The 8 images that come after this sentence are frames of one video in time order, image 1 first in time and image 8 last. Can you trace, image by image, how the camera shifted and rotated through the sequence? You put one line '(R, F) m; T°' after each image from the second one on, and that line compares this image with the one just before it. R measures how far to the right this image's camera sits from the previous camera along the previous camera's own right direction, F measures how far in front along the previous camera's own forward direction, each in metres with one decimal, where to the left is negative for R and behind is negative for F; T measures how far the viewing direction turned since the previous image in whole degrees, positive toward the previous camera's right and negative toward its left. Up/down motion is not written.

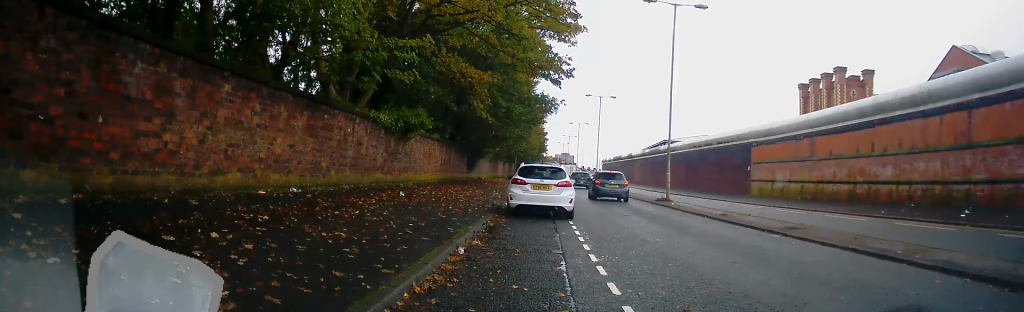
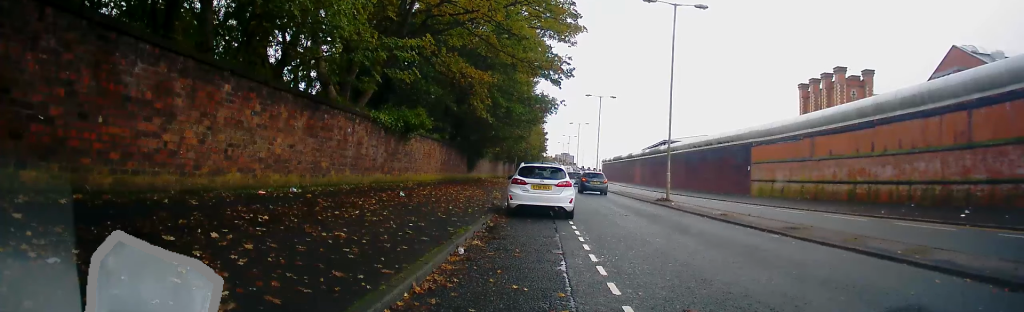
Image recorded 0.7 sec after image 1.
(0.0, 0.0) m; 0°
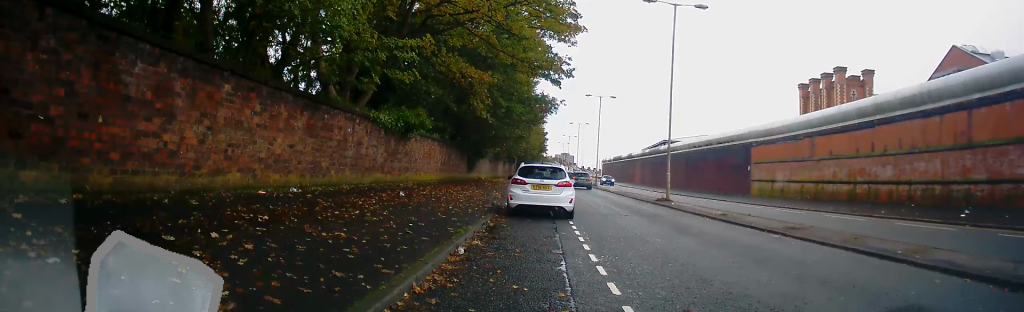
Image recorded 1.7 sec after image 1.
(0.0, 0.0) m; 0°
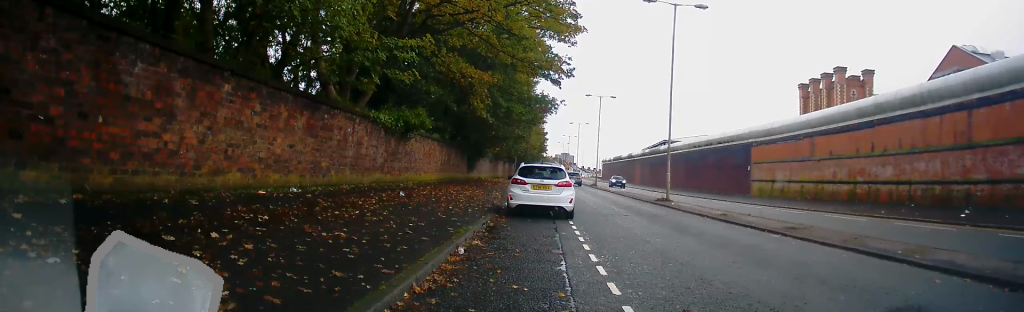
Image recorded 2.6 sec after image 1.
(0.0, 0.0) m; 0°
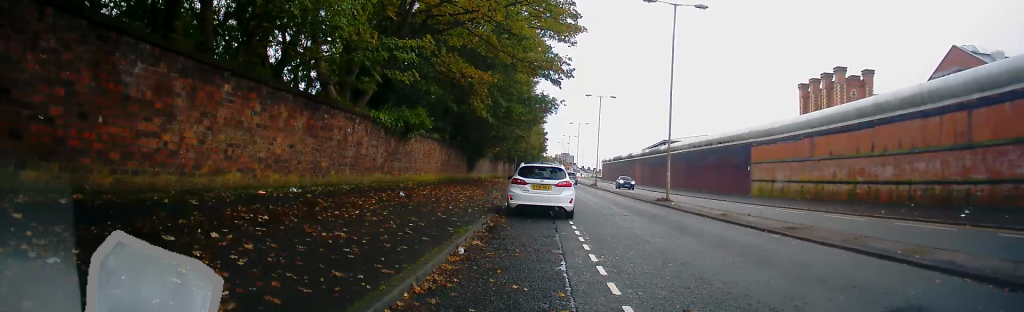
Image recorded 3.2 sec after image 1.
(0.0, 0.0) m; 0°
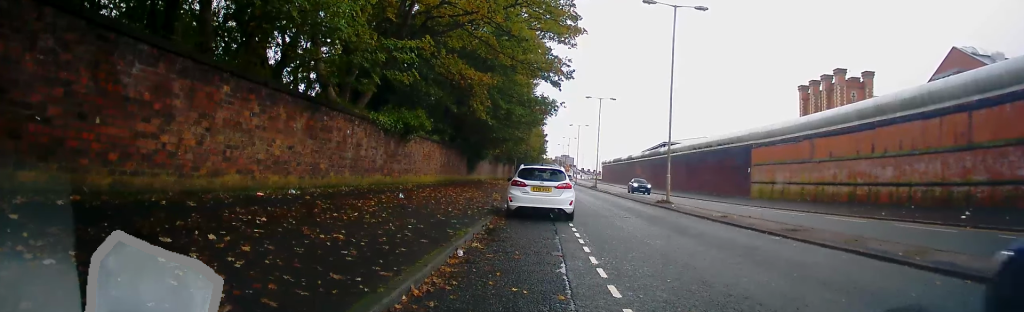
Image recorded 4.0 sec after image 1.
(0.0, 0.0) m; 0°
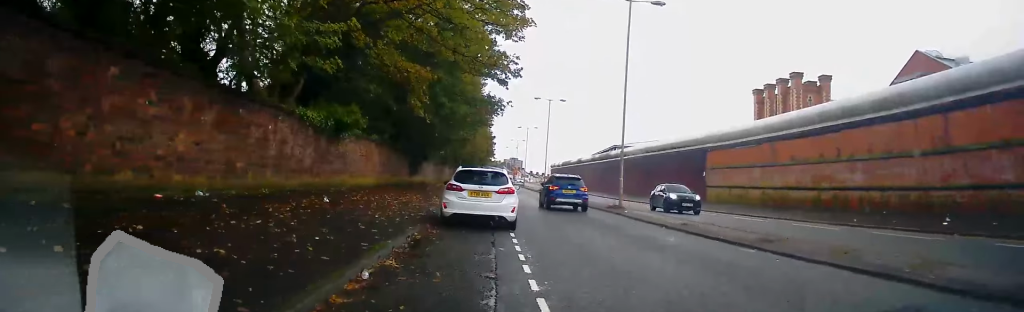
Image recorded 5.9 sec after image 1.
(0.0, +1.1) m; 0°
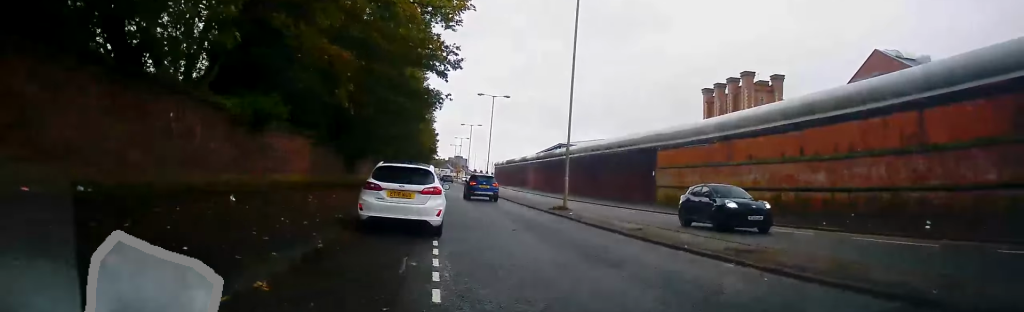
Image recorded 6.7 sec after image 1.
(0.0, +1.5) m; 0°
